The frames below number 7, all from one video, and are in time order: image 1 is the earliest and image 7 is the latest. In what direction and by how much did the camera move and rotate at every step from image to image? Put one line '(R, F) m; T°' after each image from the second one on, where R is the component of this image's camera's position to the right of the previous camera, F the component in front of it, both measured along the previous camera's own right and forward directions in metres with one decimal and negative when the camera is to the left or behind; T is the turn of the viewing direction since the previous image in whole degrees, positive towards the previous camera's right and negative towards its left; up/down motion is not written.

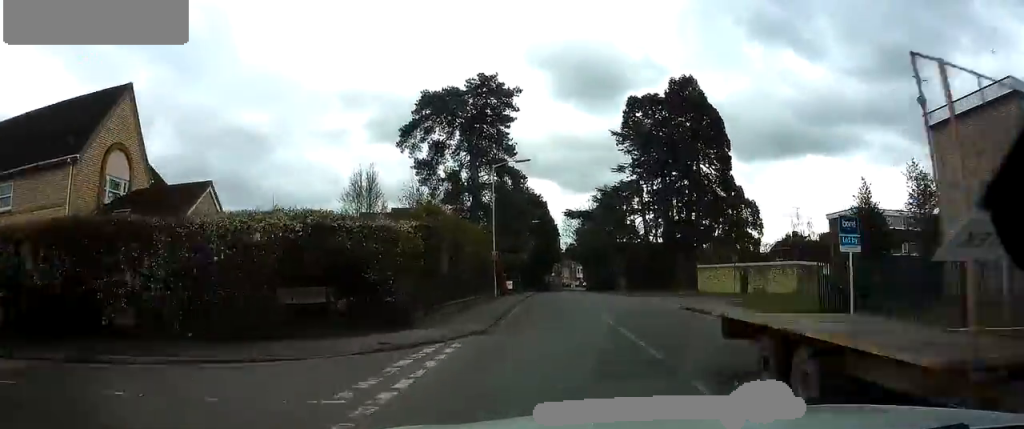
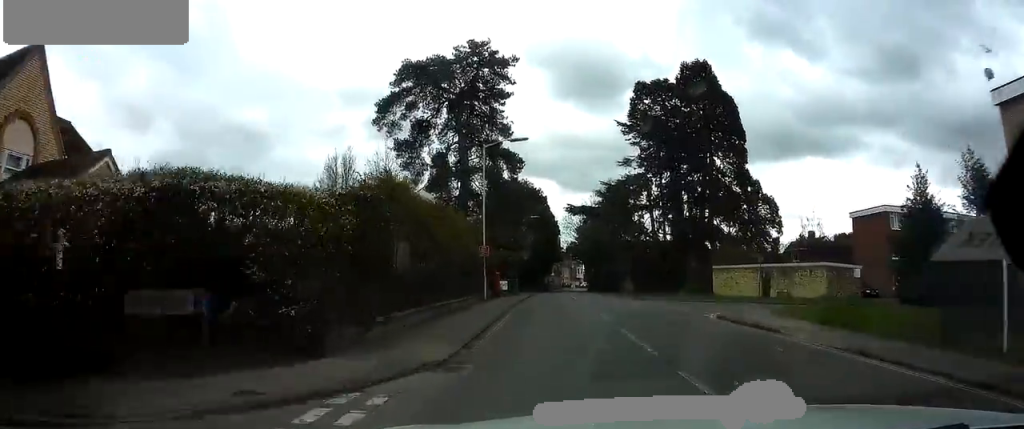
(0.0, +5.4) m; 0°
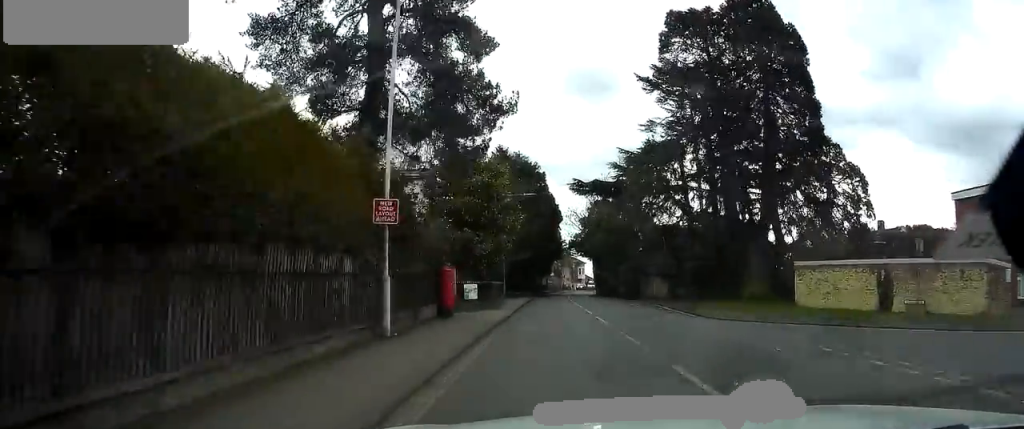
(+0.2, +17.9) m; 0°
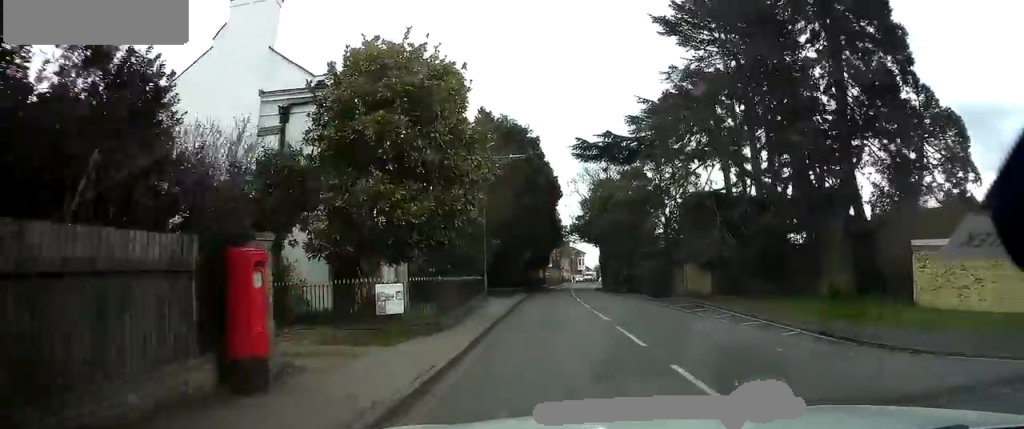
(+0.1, +12.3) m; +1°
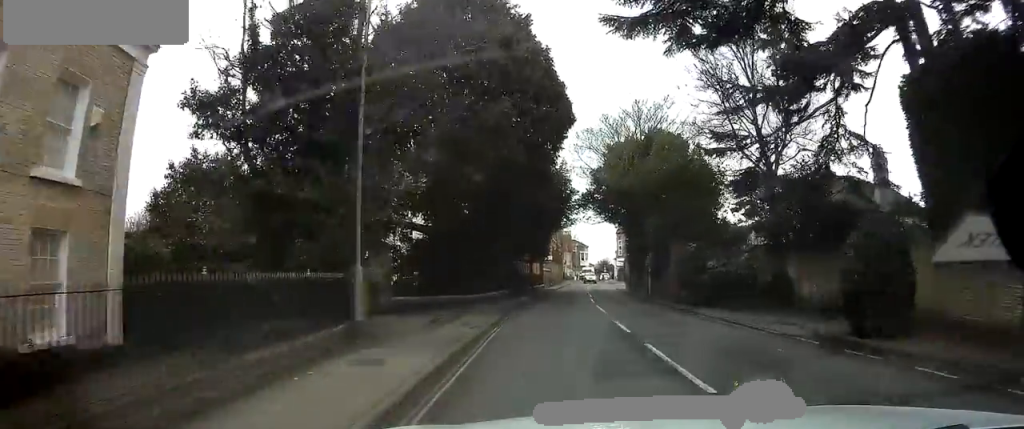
(+0.3, +22.4) m; +1°
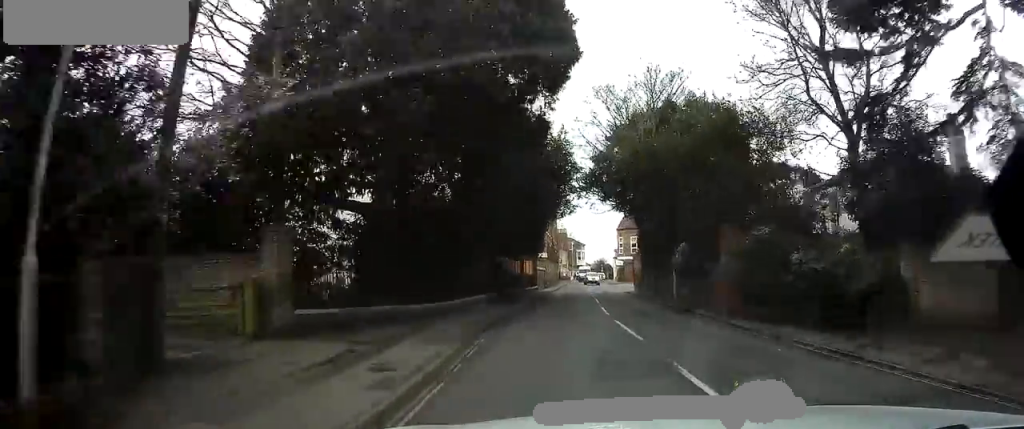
(0.0, +7.6) m; 0°
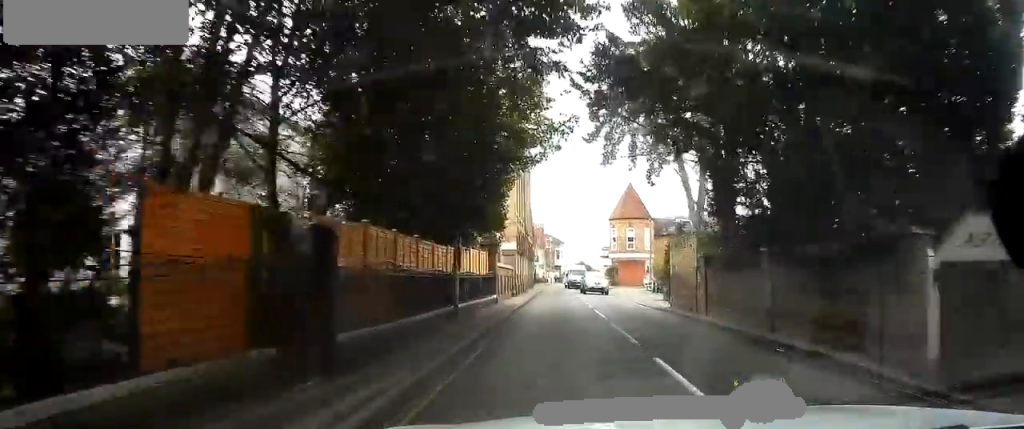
(0.0, +18.8) m; 0°
